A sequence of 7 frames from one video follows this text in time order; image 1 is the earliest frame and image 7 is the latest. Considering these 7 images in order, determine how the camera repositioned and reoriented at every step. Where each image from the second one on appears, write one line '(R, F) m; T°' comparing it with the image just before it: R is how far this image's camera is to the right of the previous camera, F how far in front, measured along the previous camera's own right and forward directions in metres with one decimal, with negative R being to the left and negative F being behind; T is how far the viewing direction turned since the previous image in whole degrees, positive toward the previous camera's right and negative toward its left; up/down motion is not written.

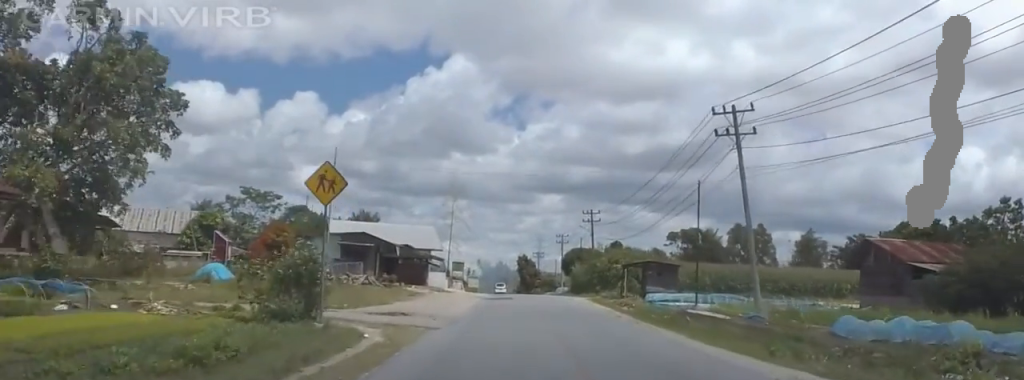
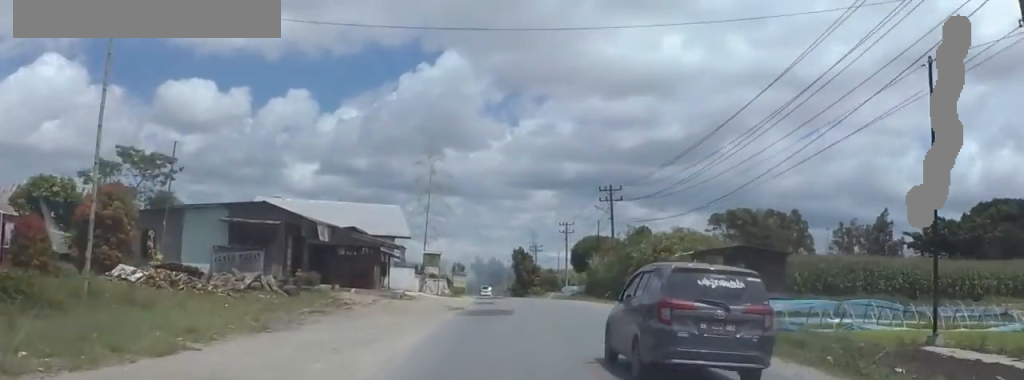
(+0.7, +24.3) m; +2°
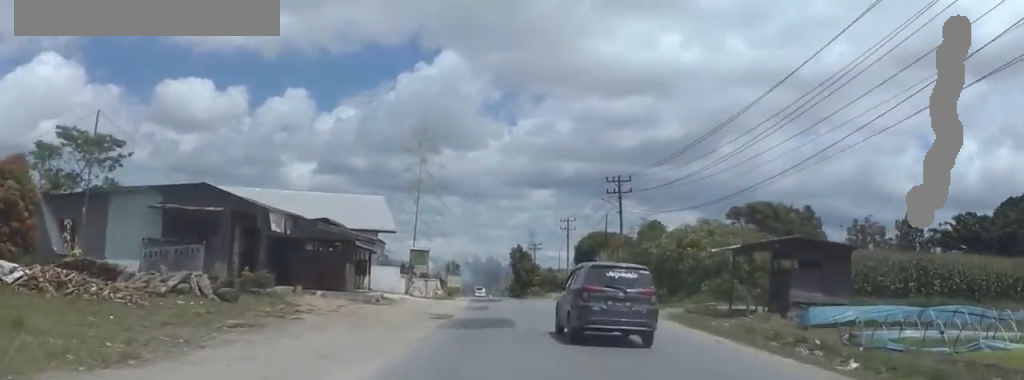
(0.0, +7.3) m; 0°
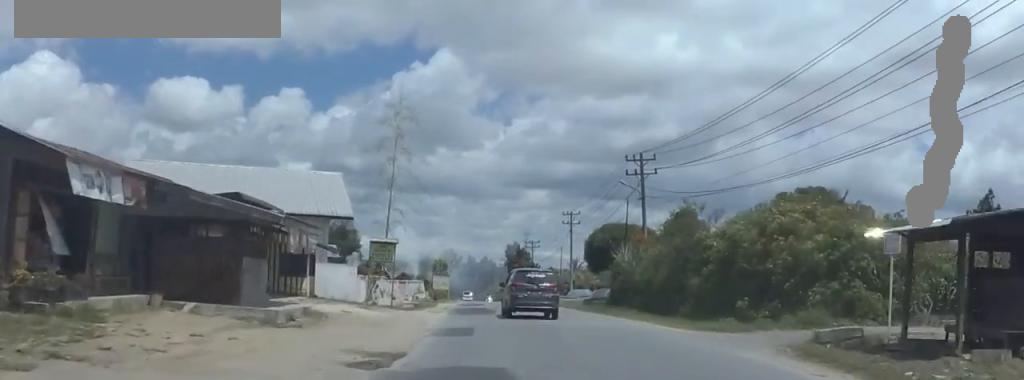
(-0.4, +13.8) m; -1°
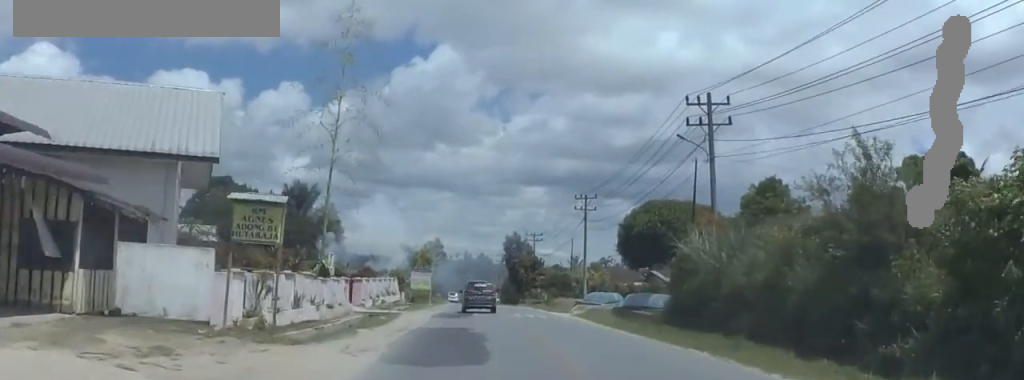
(+0.8, +19.1) m; +3°
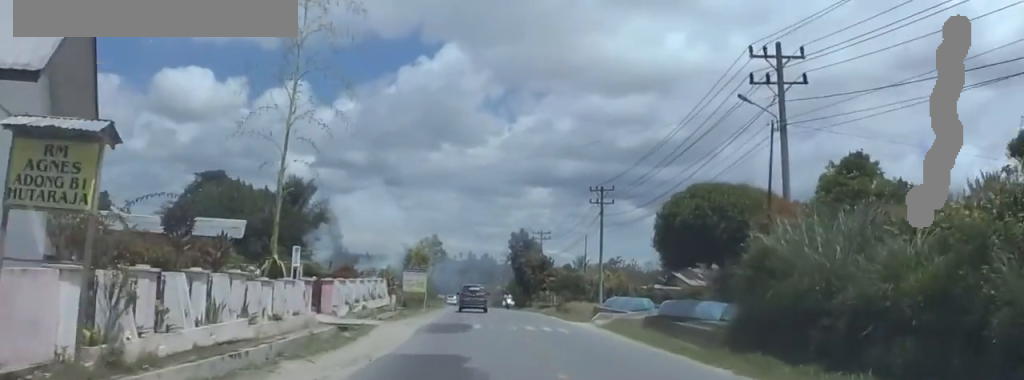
(+0.8, +9.0) m; -2°
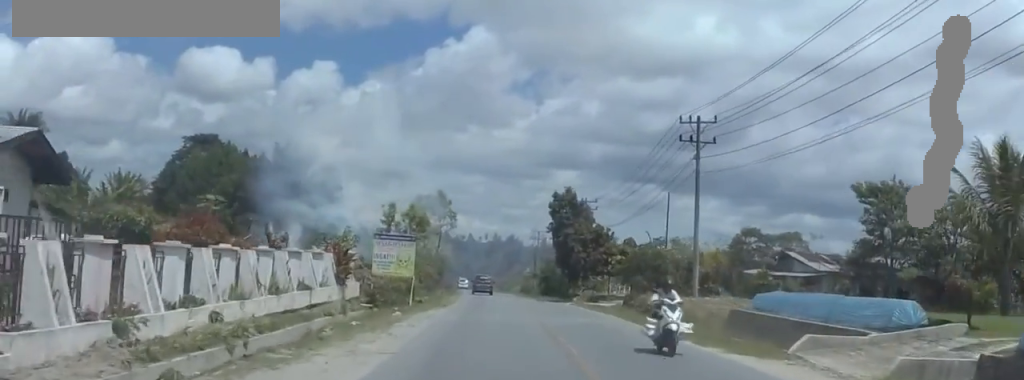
(-2.3, +26.0) m; +1°
